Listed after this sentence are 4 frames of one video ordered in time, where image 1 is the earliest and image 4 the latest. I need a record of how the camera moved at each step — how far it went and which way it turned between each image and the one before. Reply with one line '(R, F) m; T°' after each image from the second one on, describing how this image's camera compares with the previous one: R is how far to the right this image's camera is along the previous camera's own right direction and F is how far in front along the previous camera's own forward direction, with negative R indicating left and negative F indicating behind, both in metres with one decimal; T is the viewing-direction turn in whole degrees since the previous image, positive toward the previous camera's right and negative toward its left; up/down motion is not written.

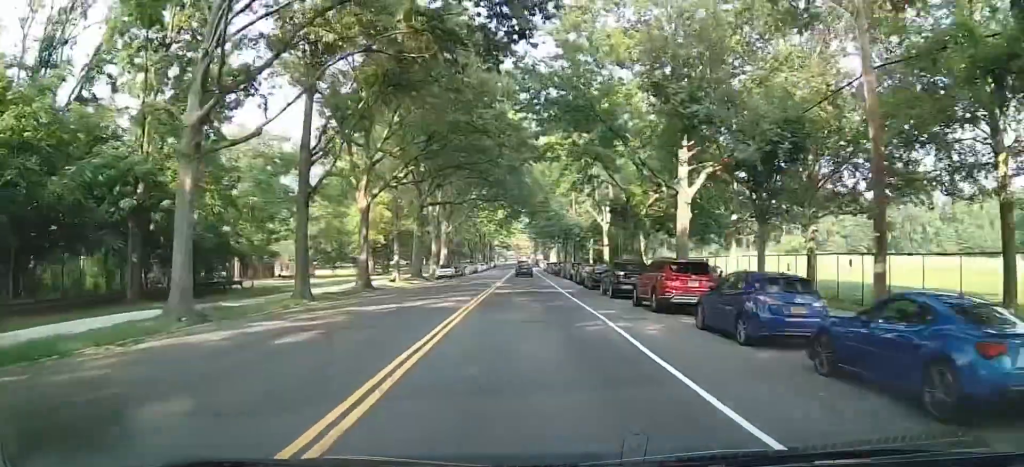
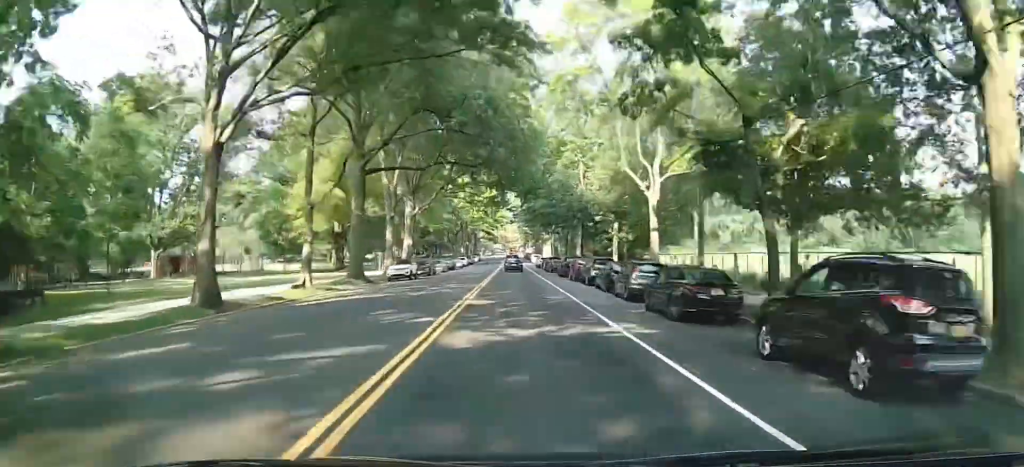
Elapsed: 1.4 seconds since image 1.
(0.0, +18.6) m; +2°
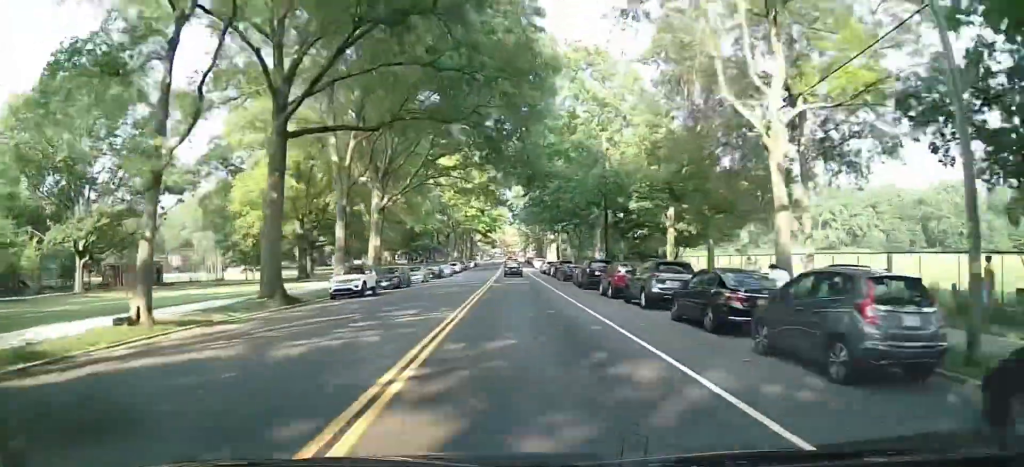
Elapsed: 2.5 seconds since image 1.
(+0.3, +13.7) m; +1°
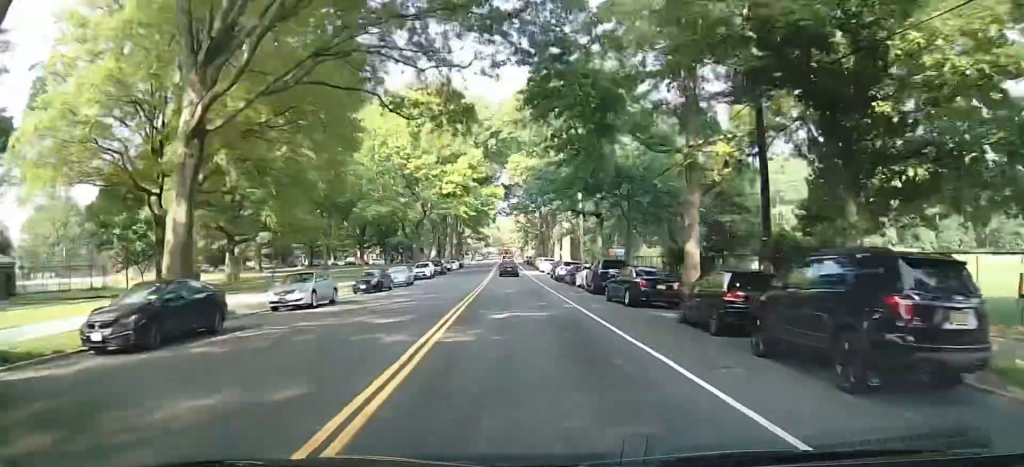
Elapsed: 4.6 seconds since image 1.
(-0.7, +26.4) m; -2°
